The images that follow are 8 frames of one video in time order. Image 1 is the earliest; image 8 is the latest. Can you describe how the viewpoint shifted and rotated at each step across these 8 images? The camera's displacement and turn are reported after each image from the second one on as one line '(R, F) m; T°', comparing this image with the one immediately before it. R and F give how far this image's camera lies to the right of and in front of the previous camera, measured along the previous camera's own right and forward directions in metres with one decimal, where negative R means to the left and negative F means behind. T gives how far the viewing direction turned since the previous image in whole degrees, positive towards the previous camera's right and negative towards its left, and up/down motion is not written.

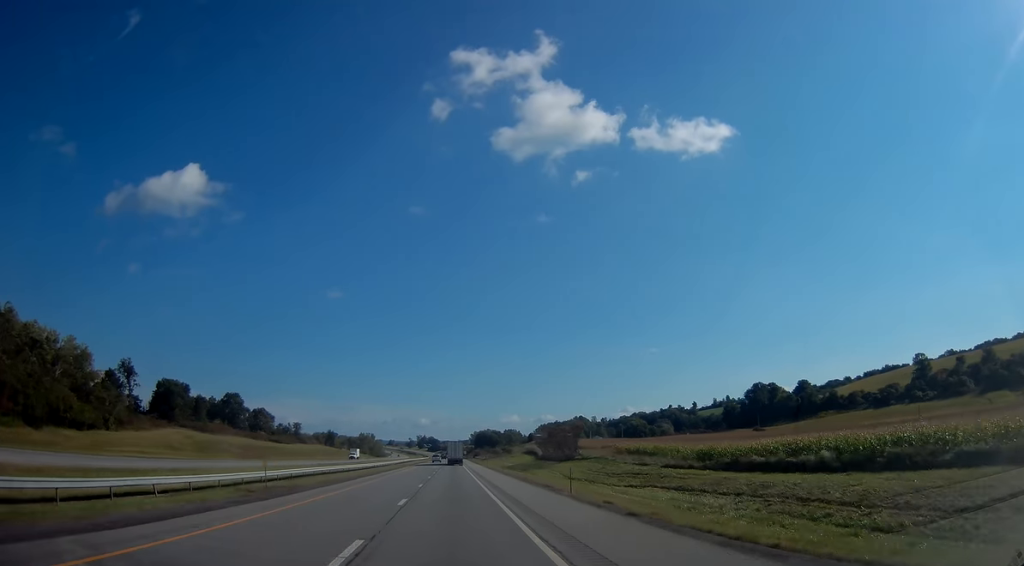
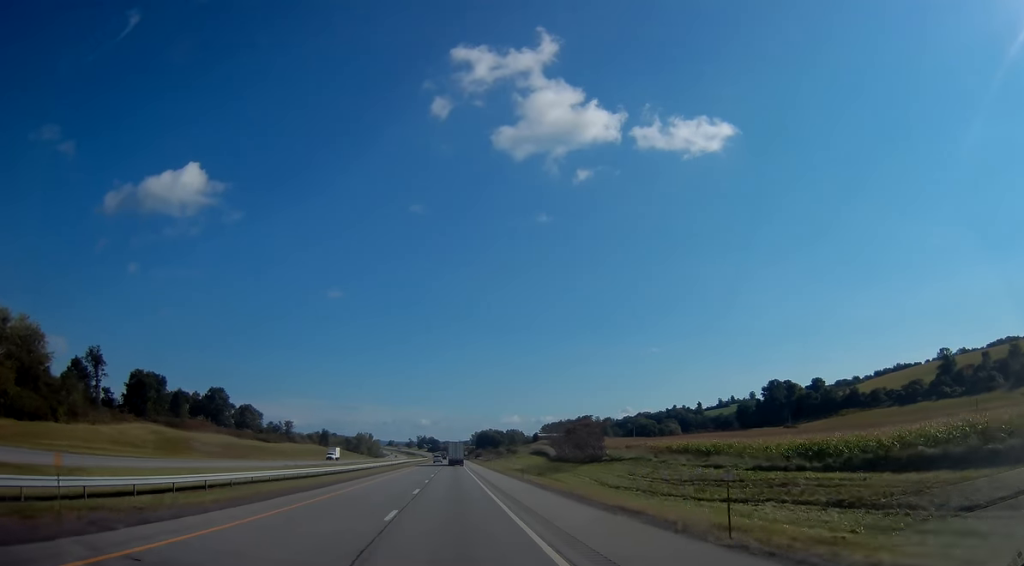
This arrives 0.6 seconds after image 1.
(+0.1, +17.4) m; 0°
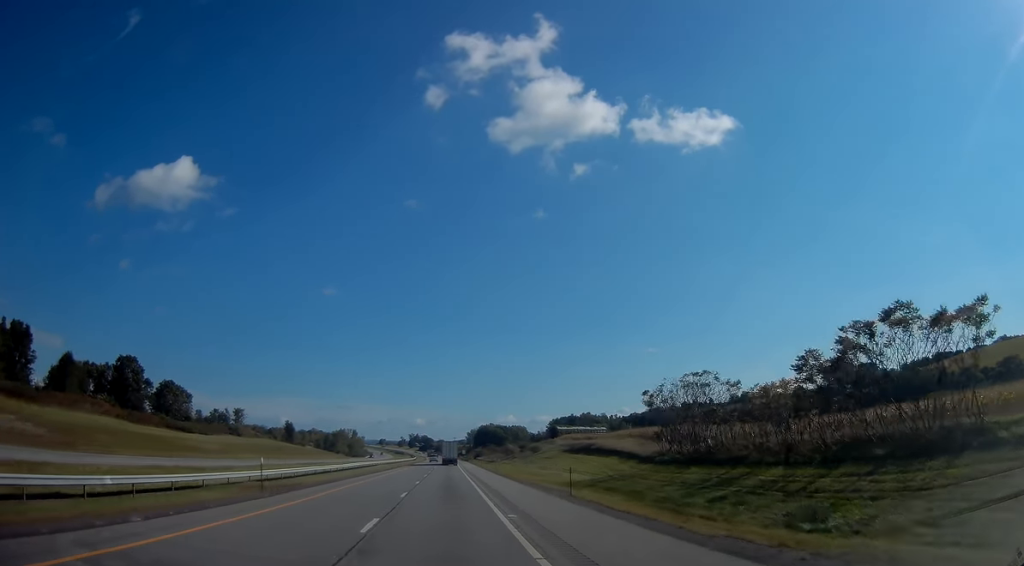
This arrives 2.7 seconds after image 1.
(0.0, +64.4) m; 0°
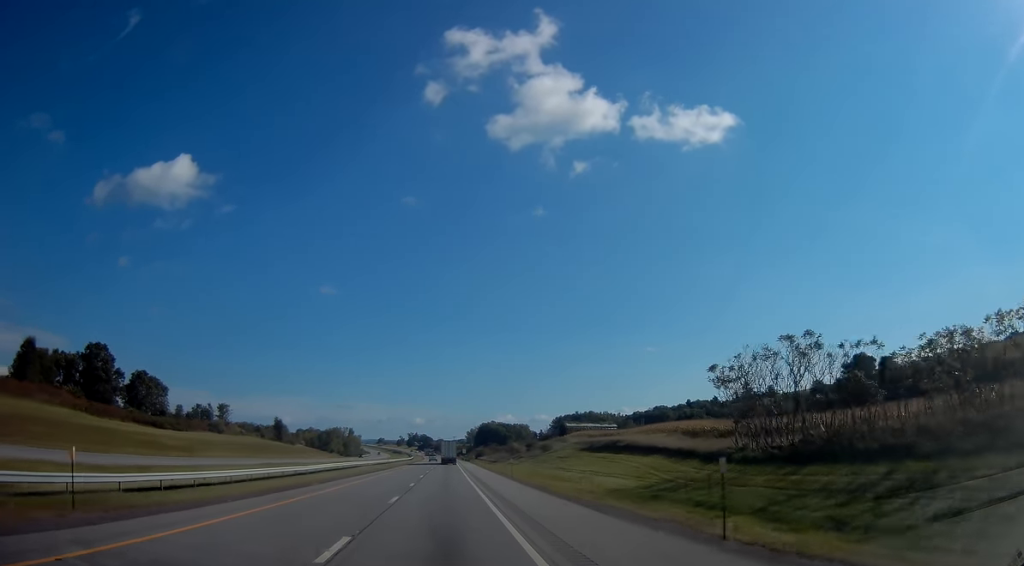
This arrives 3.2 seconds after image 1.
(-0.1, +16.3) m; 0°
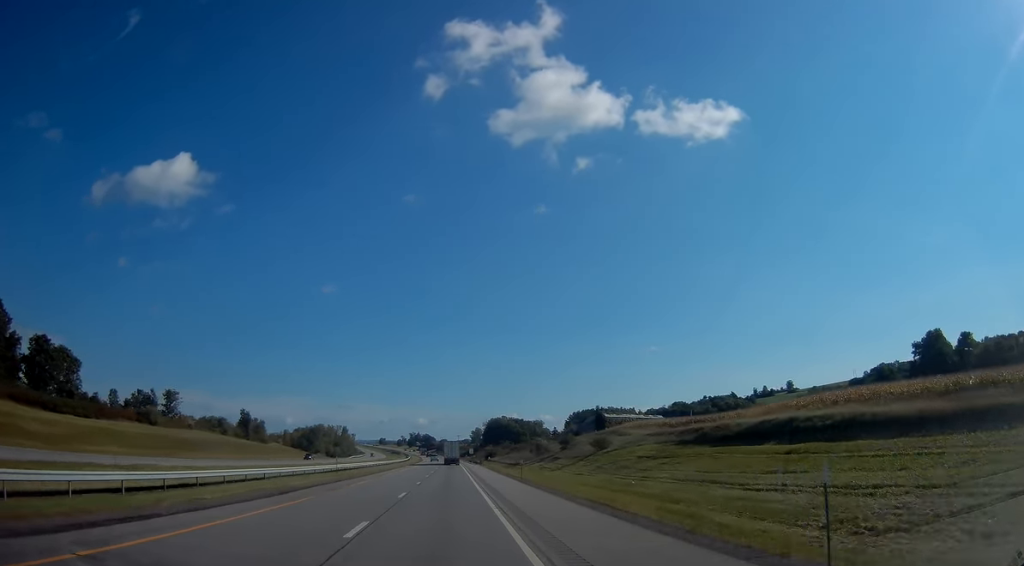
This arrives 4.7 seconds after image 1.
(+0.4, +45.9) m; 0°
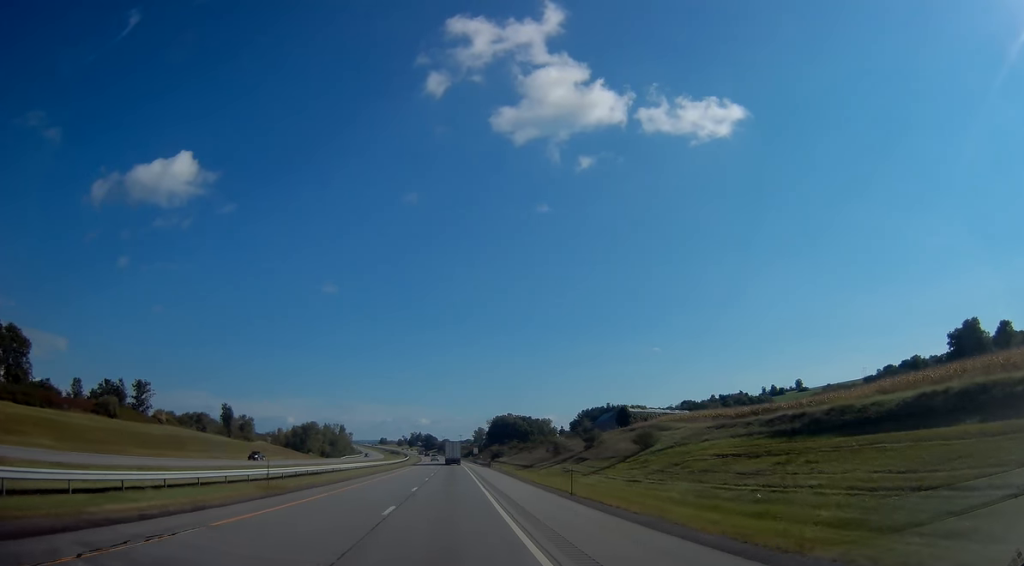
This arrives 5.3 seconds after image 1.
(-0.3, +19.3) m; -1°
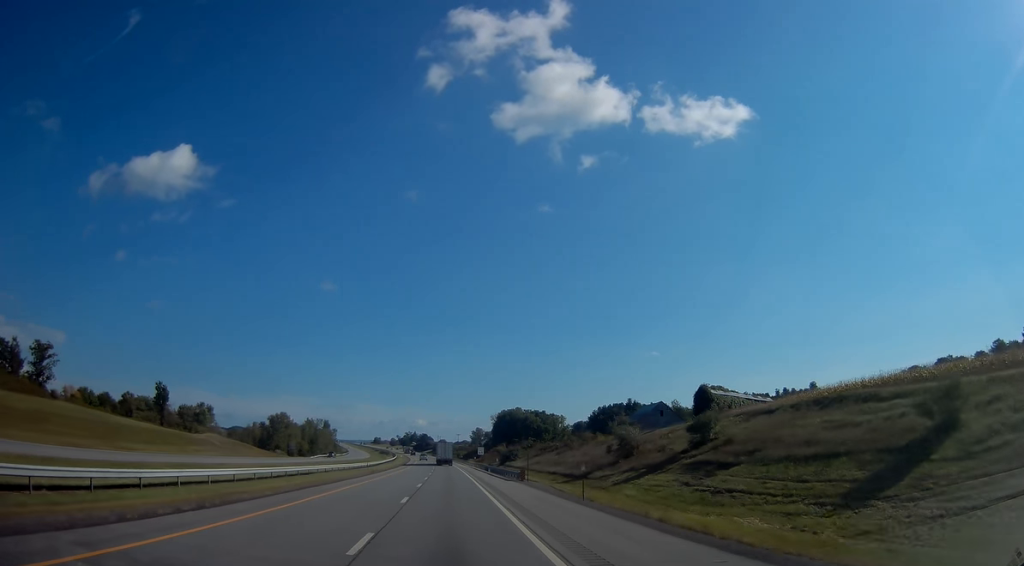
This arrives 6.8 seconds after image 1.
(0.0, +44.4) m; 0°
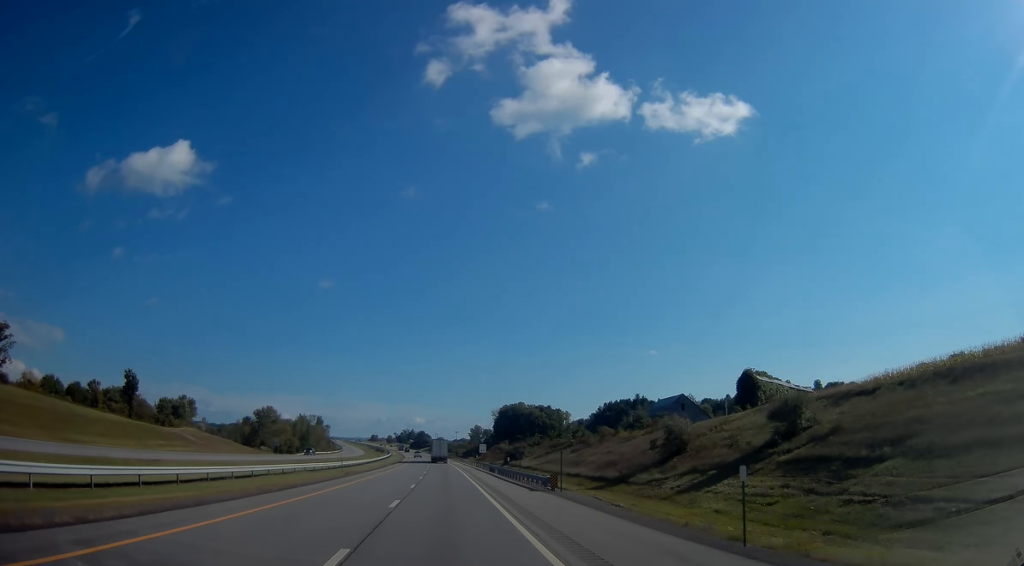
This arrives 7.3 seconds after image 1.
(+0.1, +15.1) m; 0°
